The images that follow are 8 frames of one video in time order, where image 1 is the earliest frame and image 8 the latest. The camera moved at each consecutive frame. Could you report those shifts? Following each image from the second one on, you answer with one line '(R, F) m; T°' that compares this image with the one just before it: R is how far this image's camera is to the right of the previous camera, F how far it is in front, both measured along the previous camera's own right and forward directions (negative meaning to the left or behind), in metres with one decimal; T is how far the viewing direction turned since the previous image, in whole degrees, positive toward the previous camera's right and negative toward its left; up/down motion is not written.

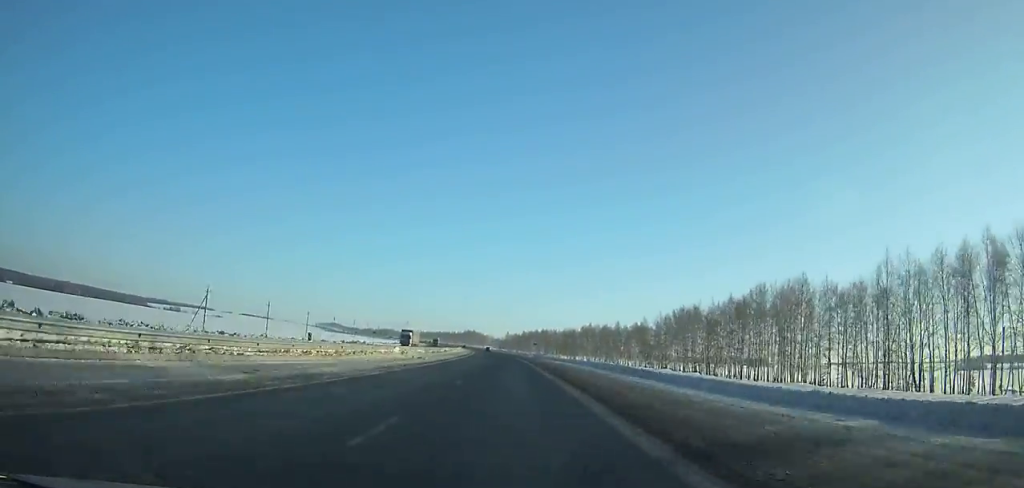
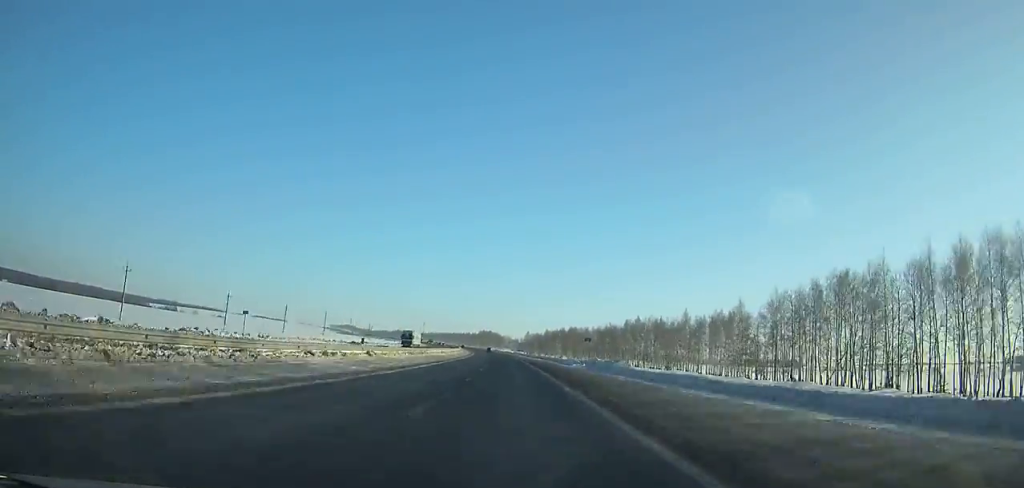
(-1.2, +68.5) m; -2°
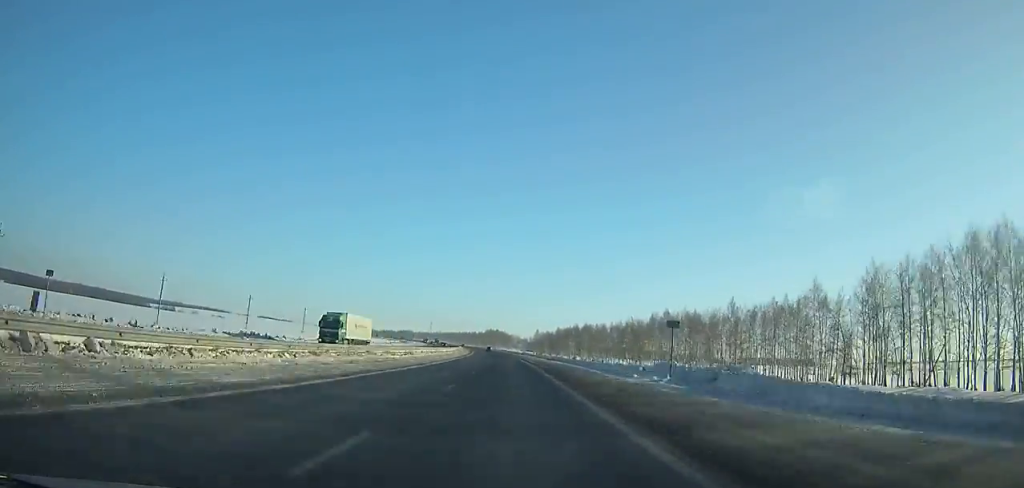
(-0.3, +29.4) m; -1°
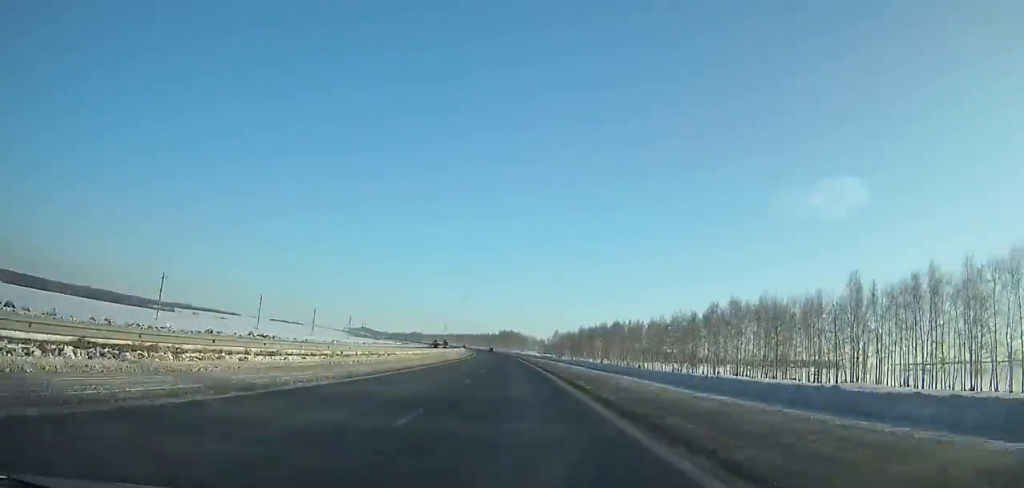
(-0.4, +44.2) m; -1°
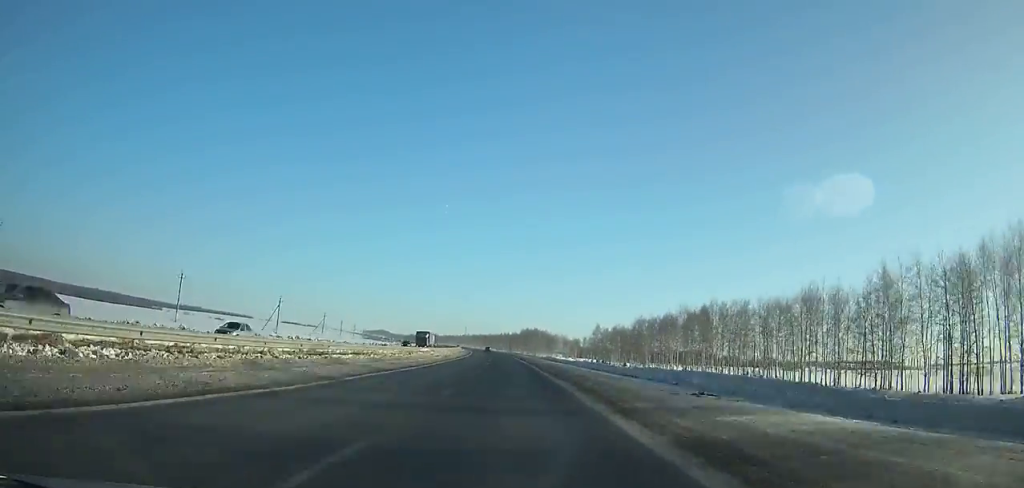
(-2.1, +88.4) m; -3°
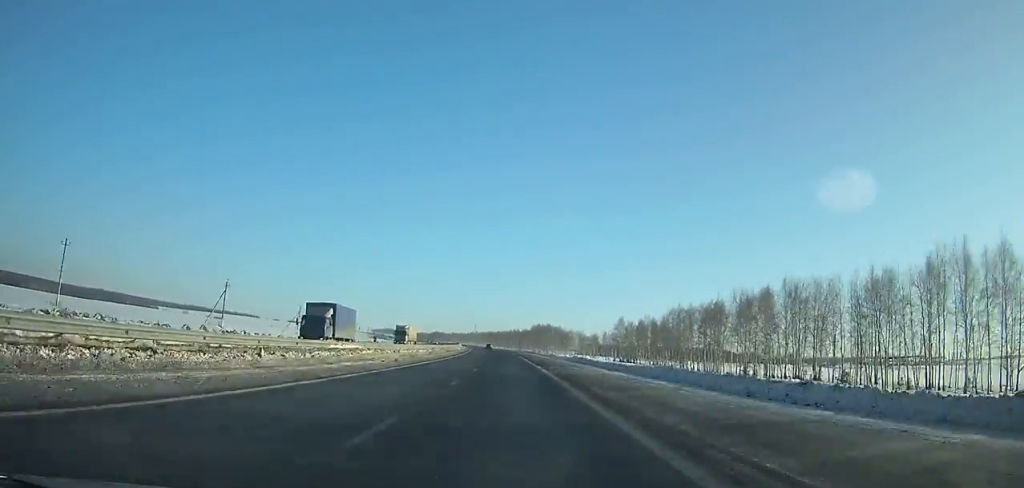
(-0.1, +32.0) m; -1°
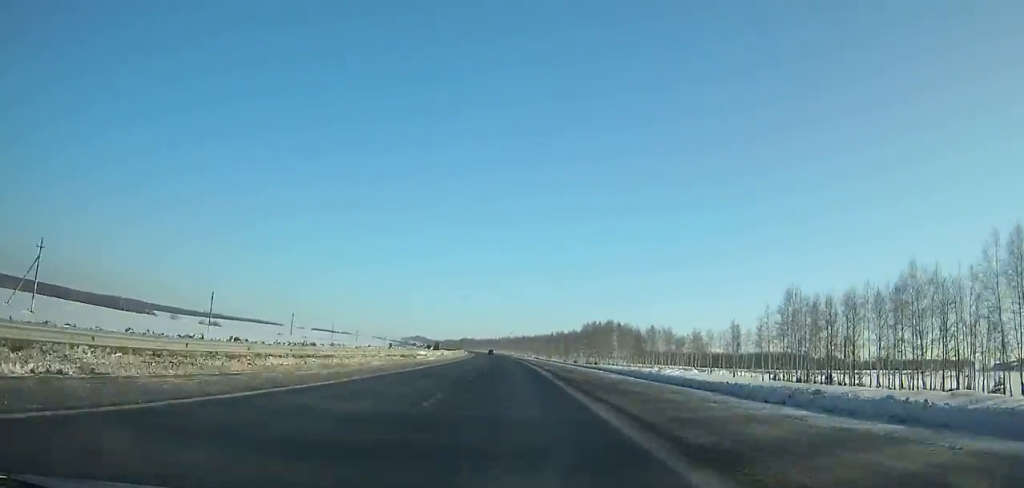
(-3.7, +115.3) m; -3°
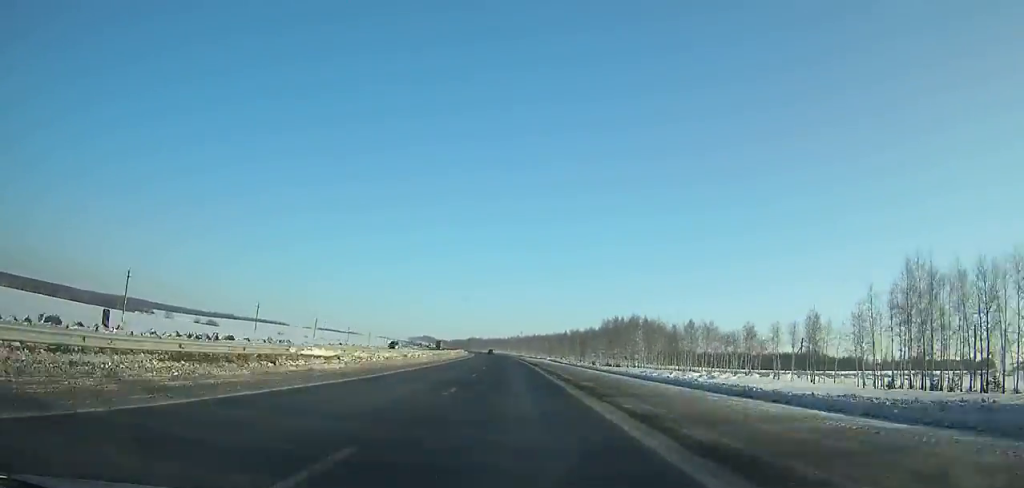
(-0.1, +31.9) m; -1°
